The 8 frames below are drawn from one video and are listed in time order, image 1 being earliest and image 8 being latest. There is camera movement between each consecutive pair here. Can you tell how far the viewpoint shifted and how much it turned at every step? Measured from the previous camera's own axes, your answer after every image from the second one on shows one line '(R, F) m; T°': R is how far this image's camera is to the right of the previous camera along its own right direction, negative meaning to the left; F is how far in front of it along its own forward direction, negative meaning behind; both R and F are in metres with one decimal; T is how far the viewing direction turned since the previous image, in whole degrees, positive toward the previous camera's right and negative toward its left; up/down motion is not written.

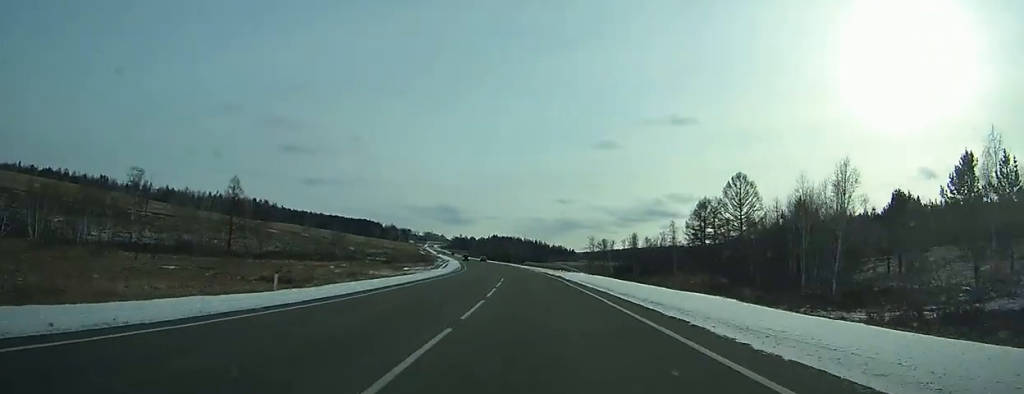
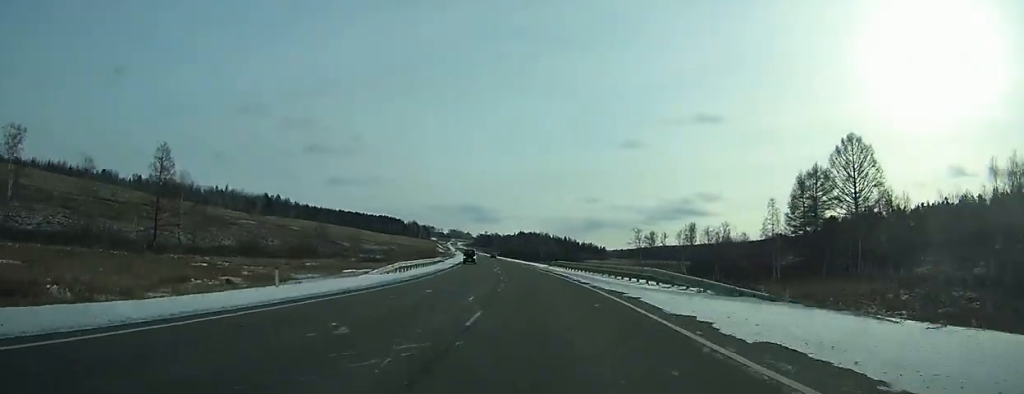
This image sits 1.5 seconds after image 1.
(-0.9, +42.6) m; -3°
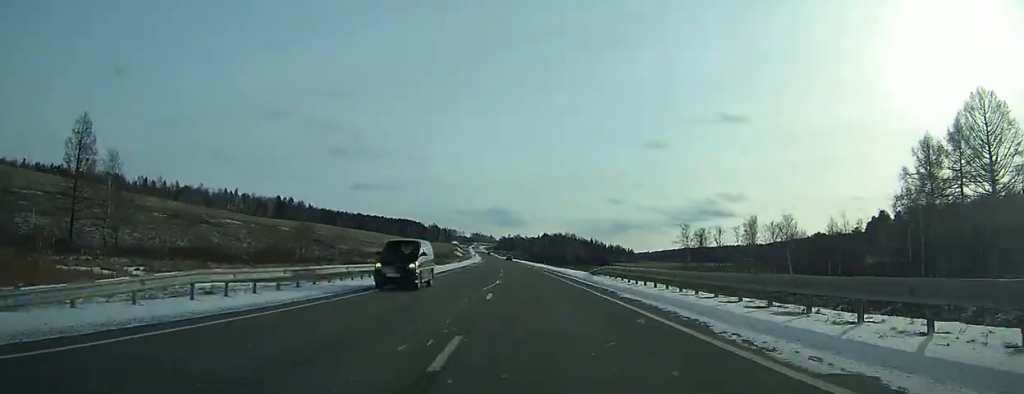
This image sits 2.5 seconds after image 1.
(-0.4, +29.2) m; -2°
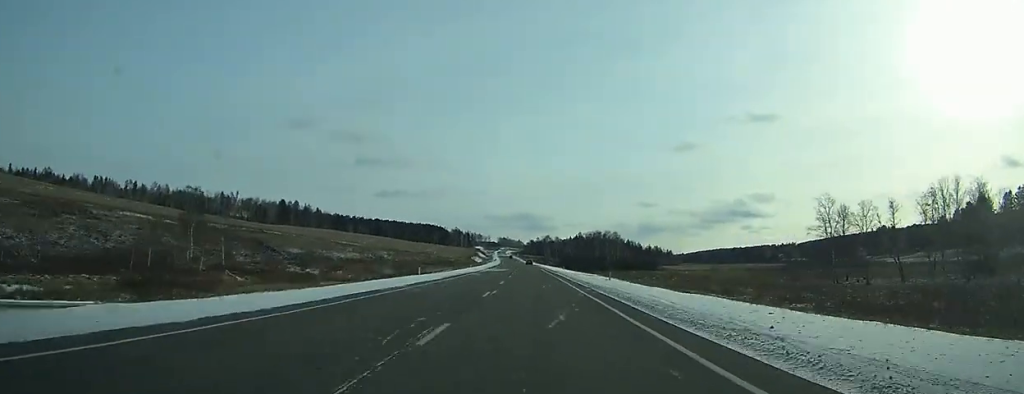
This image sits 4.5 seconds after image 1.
(-1.9, +57.1) m; -3°
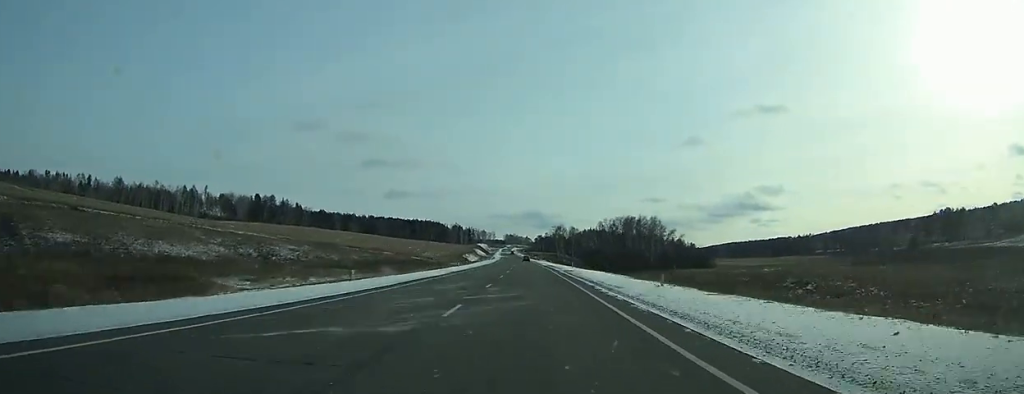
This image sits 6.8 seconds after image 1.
(-1.1, +64.9) m; -2°
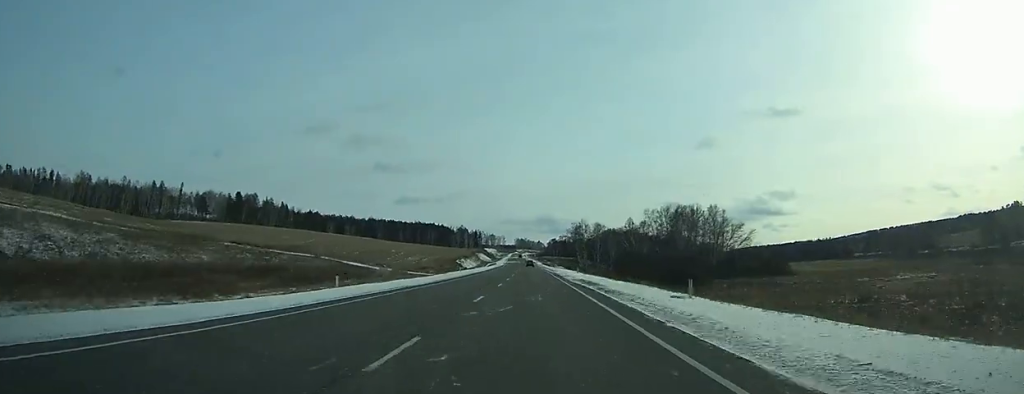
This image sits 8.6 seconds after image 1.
(-0.4, +50.3) m; -1°
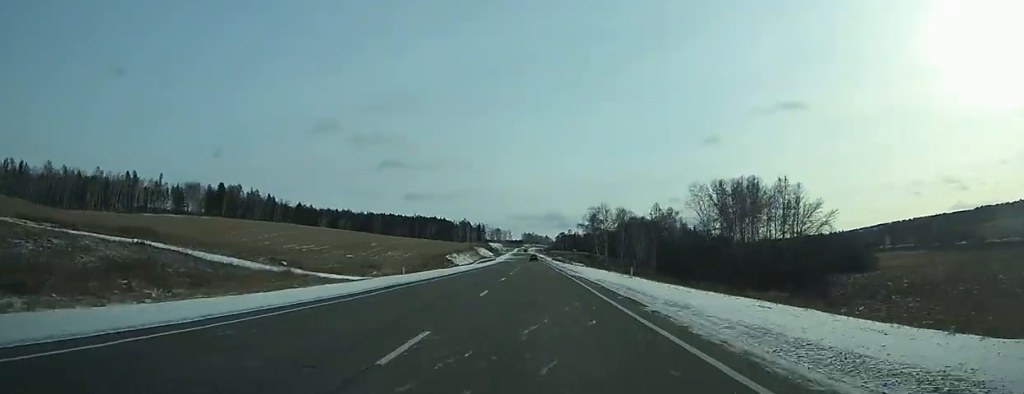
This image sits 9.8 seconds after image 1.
(-0.2, +36.3) m; 0°
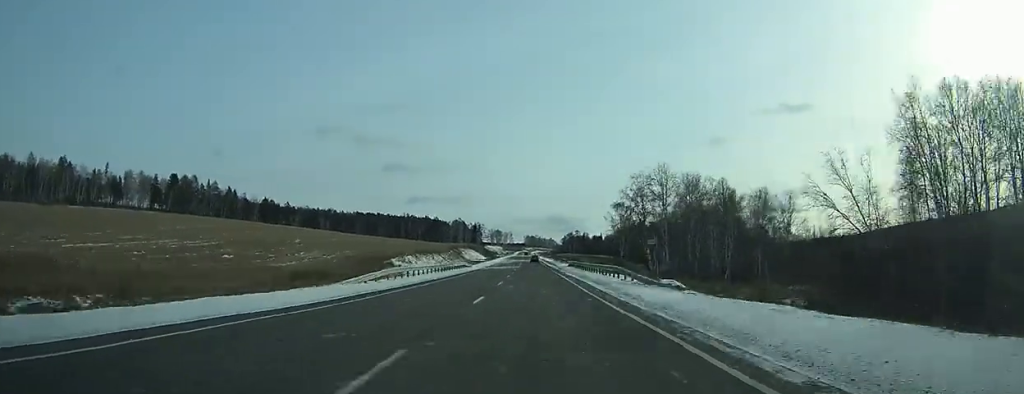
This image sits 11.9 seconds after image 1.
(-0.2, +63.1) m; 0°
